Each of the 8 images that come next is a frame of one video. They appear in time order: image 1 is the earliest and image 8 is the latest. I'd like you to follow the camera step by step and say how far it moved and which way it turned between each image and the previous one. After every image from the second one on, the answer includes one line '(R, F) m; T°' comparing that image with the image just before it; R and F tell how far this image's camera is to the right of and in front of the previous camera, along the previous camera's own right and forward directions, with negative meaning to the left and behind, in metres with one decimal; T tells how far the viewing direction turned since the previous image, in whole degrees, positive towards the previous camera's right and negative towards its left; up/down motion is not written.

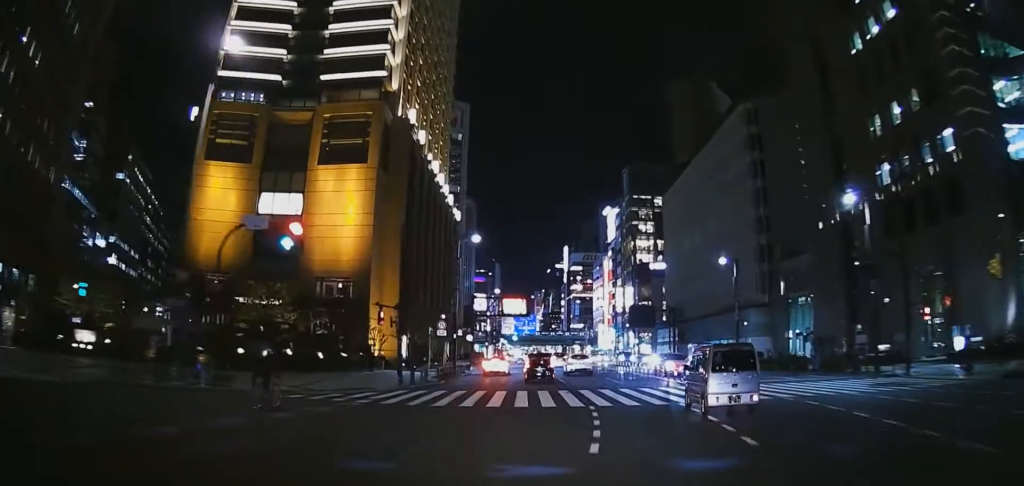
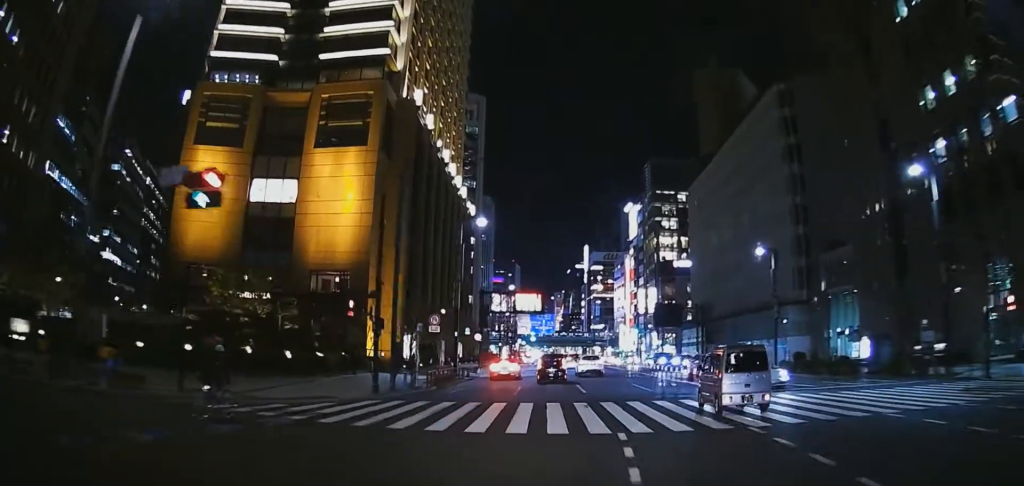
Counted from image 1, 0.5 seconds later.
(-0.1, +6.3) m; -1°
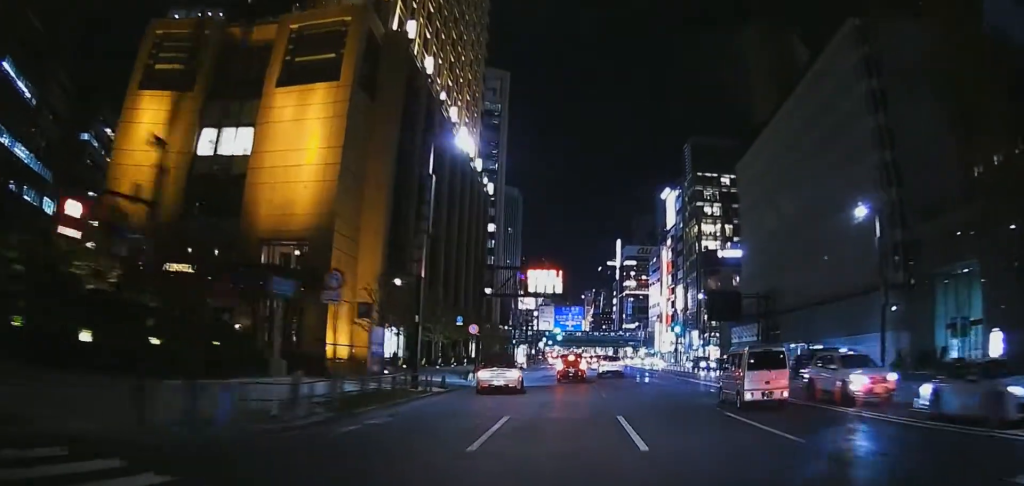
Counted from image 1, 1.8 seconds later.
(-0.3, +14.5) m; 0°
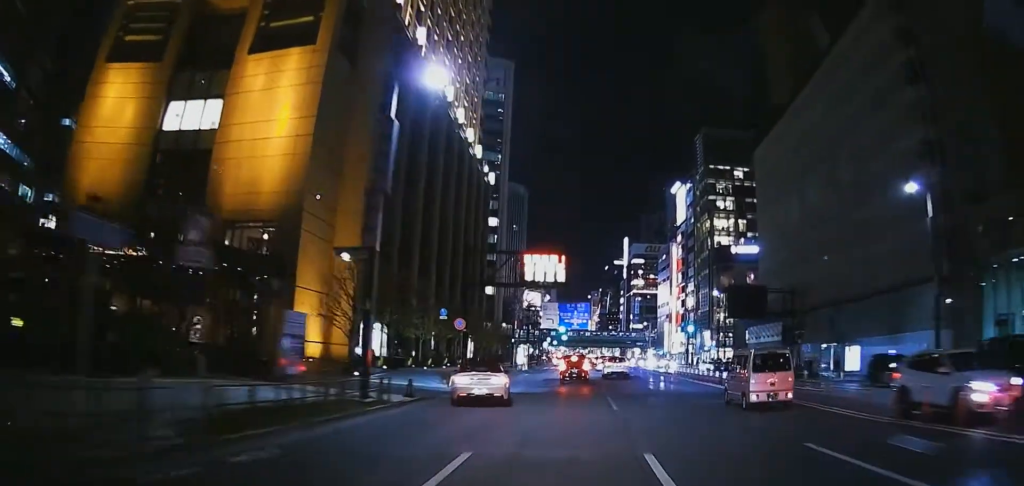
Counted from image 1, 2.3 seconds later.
(+0.4, +5.7) m; 0°
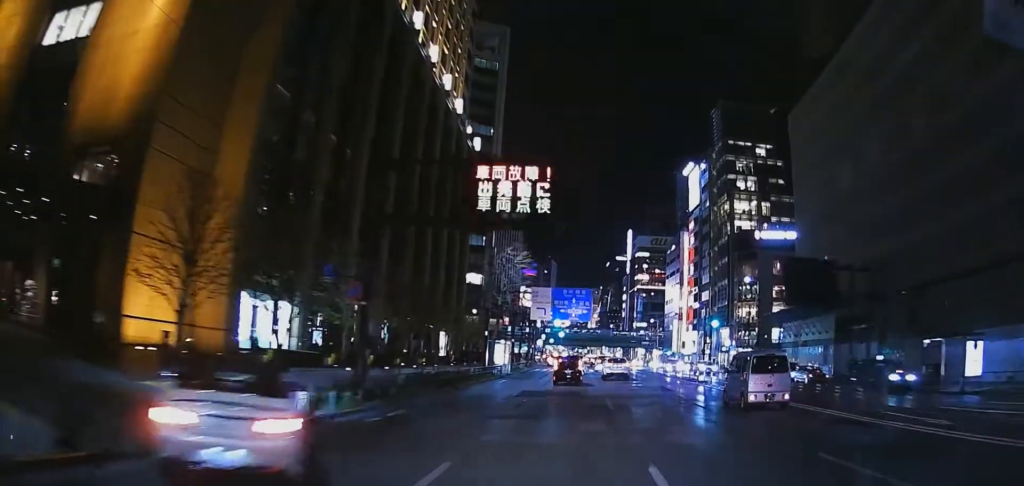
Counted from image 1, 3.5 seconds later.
(-1.0, +15.8) m; -4°
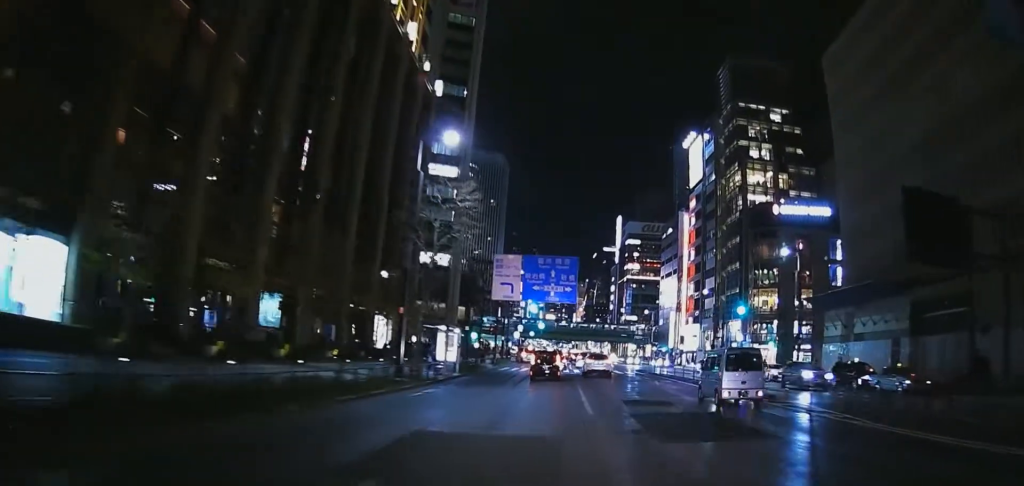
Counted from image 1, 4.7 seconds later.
(0.0, +17.1) m; 0°
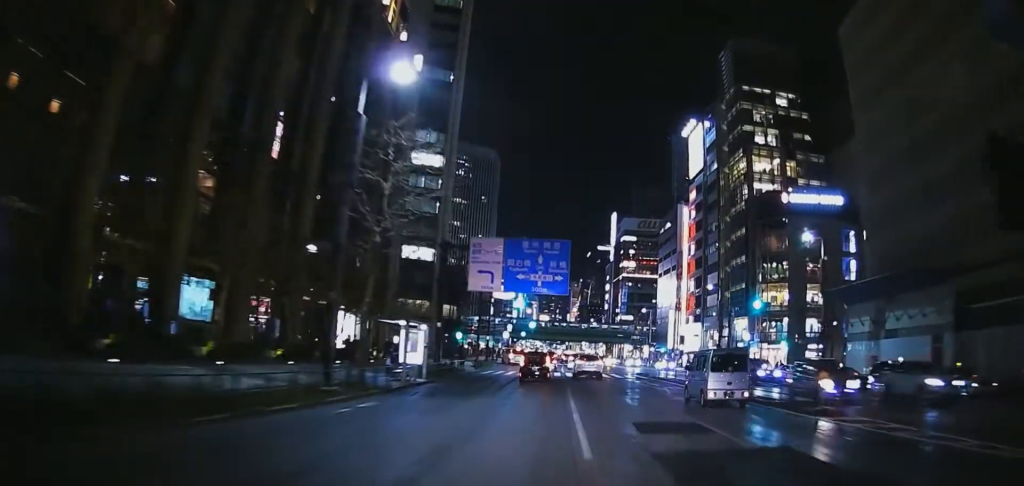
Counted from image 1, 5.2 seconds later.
(0.0, +6.8) m; 0°
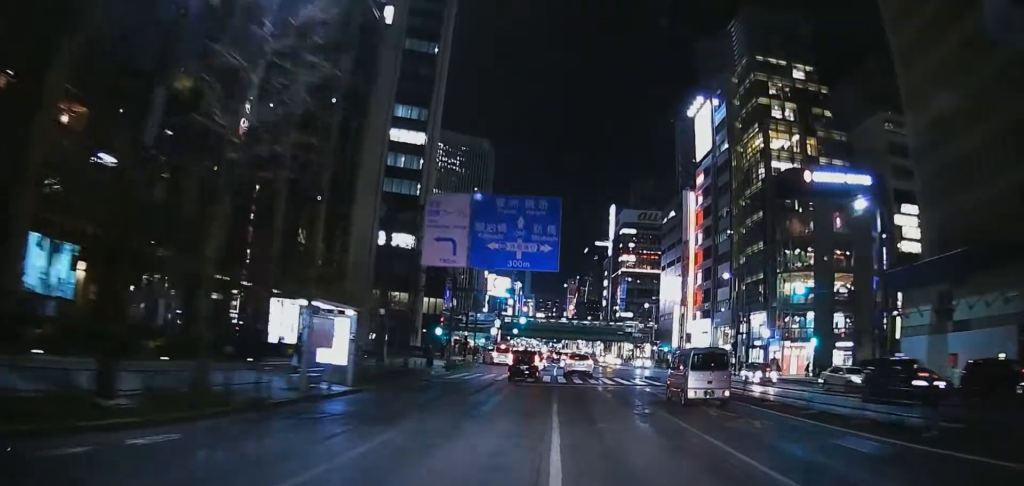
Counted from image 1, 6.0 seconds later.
(0.0, +9.7) m; +3°
